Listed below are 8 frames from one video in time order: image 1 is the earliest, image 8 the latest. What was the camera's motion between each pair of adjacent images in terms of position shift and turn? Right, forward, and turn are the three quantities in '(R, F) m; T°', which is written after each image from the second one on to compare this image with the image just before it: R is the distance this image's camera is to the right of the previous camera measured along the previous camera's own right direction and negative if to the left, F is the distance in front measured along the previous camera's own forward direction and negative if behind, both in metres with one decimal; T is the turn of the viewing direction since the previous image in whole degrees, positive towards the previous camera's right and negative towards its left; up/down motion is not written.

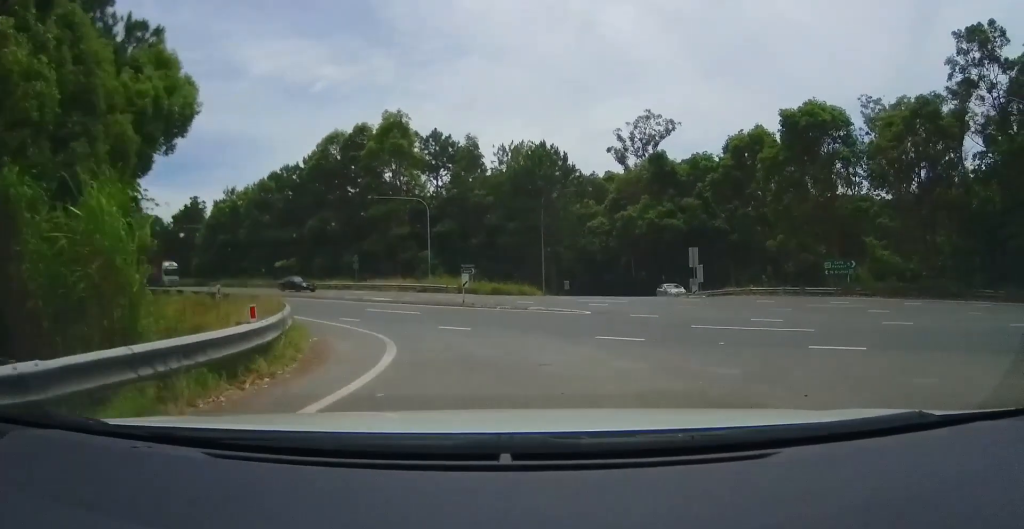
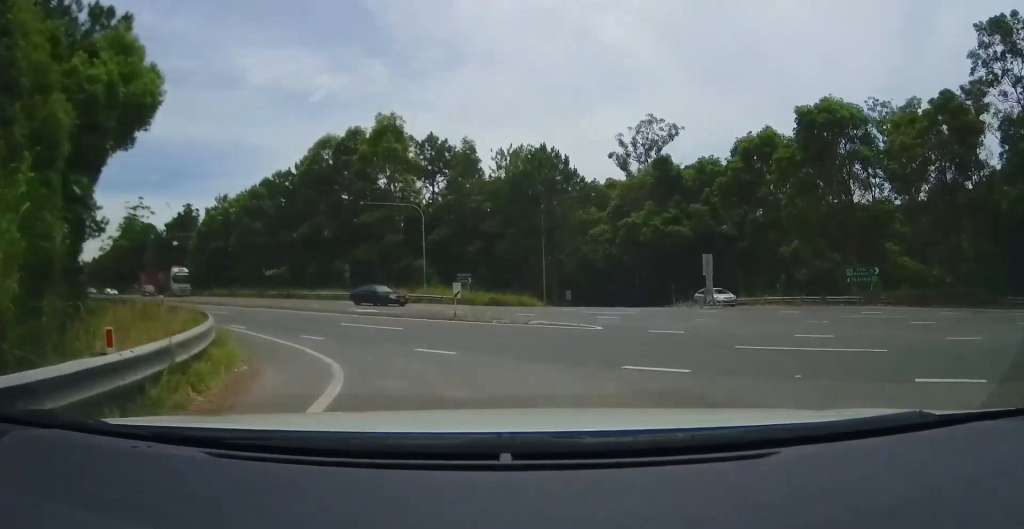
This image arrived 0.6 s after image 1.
(+0.2, +2.9) m; +2°
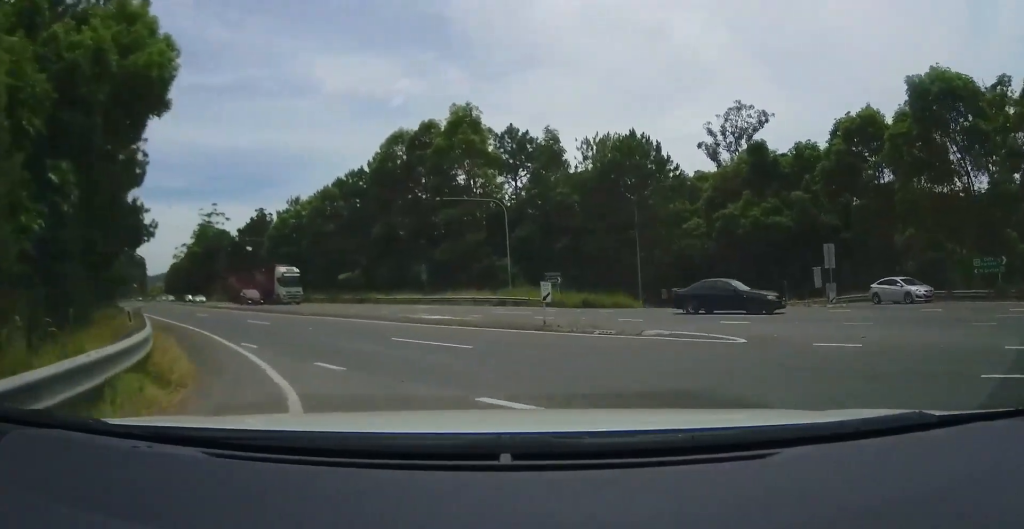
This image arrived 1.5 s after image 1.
(-0.2, +4.3) m; -6°
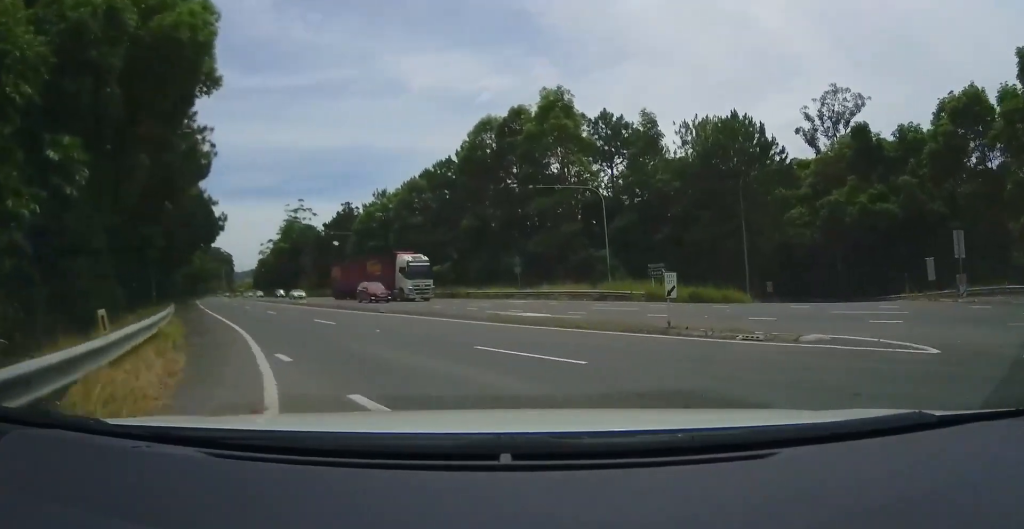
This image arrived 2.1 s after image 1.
(-0.1, +3.2) m; -7°
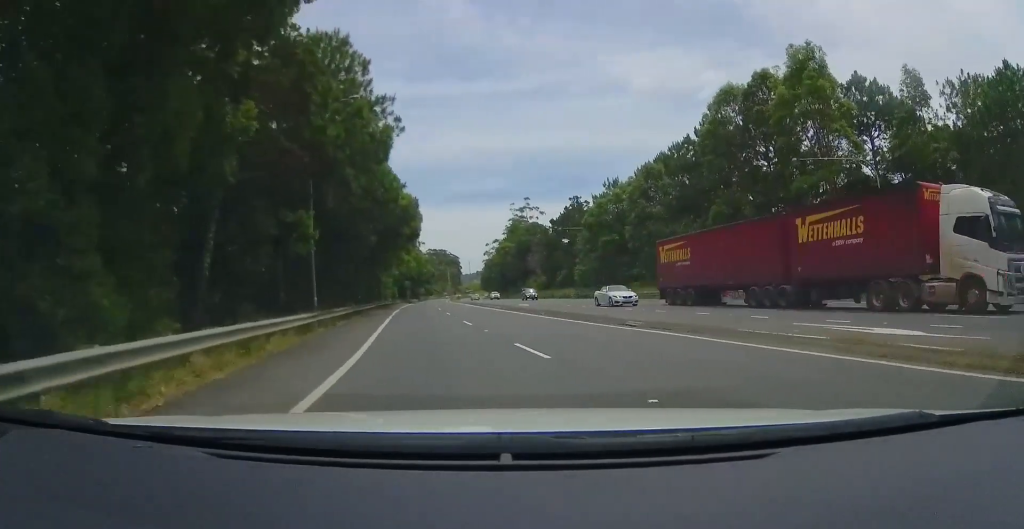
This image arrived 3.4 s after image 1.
(-1.4, +8.6) m; -22°
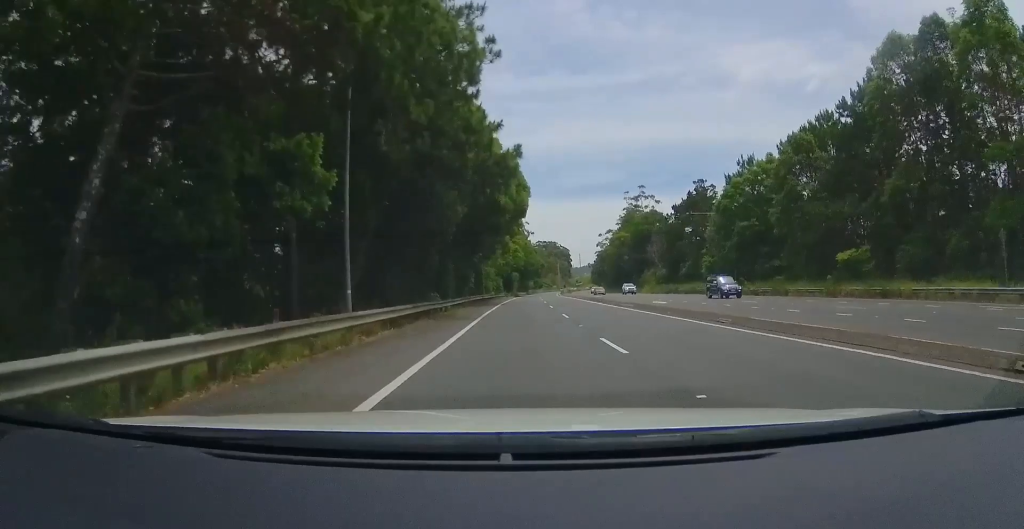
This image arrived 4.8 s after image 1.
(-1.9, +9.7) m; -16°
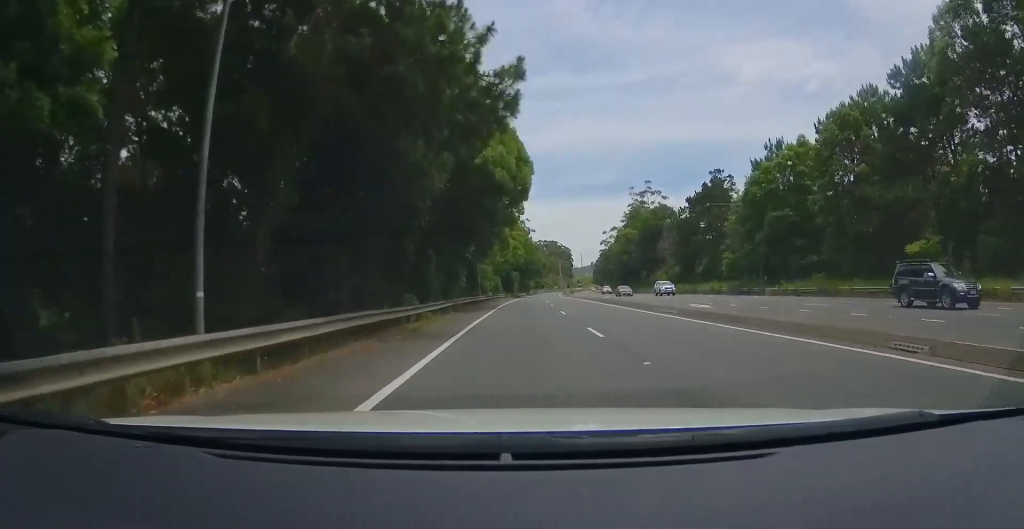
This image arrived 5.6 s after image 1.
(-0.5, +7.3) m; -3°
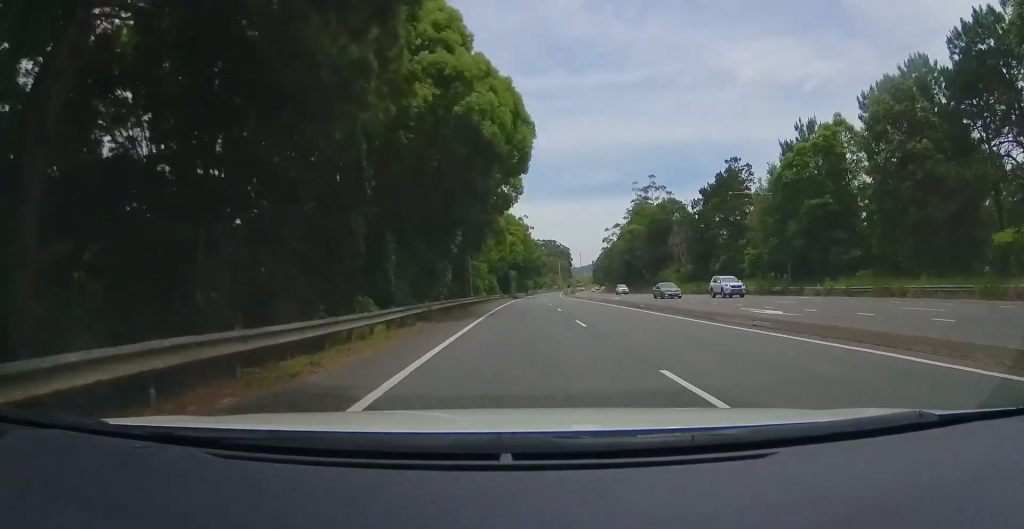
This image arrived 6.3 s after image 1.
(0.0, +7.3) m; +1°
